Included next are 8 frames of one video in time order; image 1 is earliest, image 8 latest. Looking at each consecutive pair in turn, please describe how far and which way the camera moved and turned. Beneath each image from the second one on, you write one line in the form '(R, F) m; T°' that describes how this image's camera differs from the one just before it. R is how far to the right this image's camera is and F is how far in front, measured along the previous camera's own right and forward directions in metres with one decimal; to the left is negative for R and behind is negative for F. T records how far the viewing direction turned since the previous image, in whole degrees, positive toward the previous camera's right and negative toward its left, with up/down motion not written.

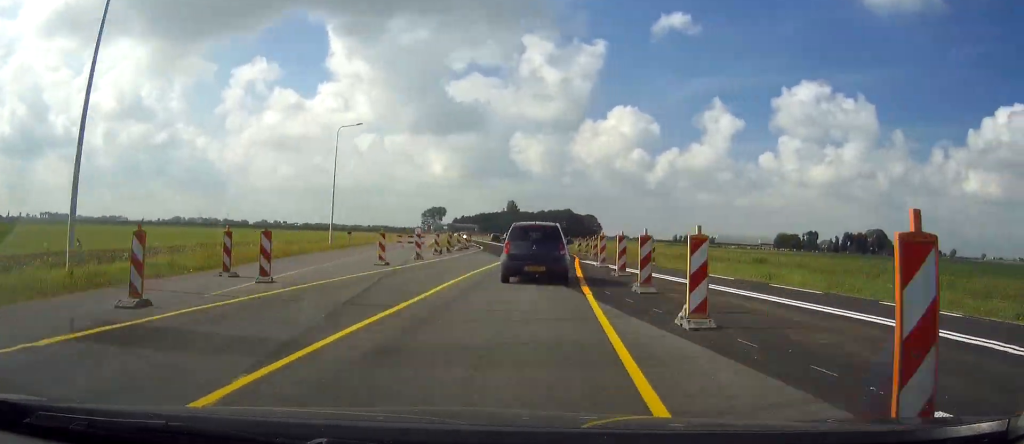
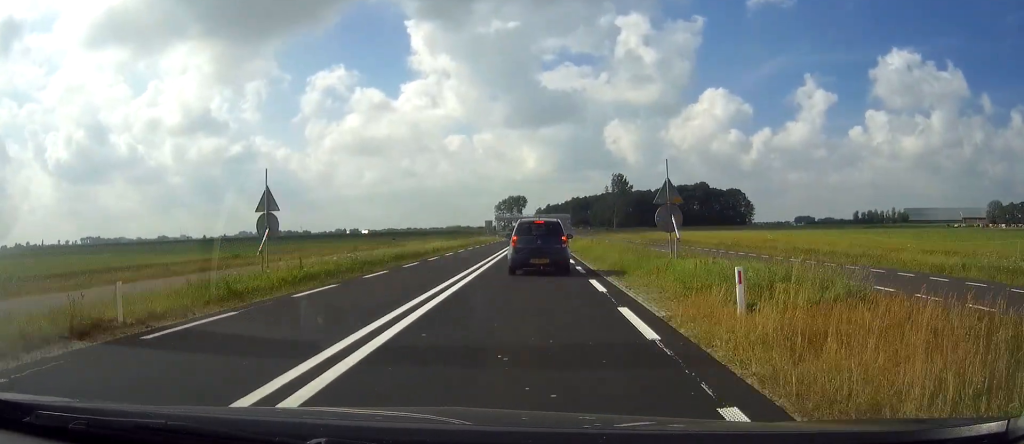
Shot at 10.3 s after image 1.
(-6.3, +177.0) m; -4°
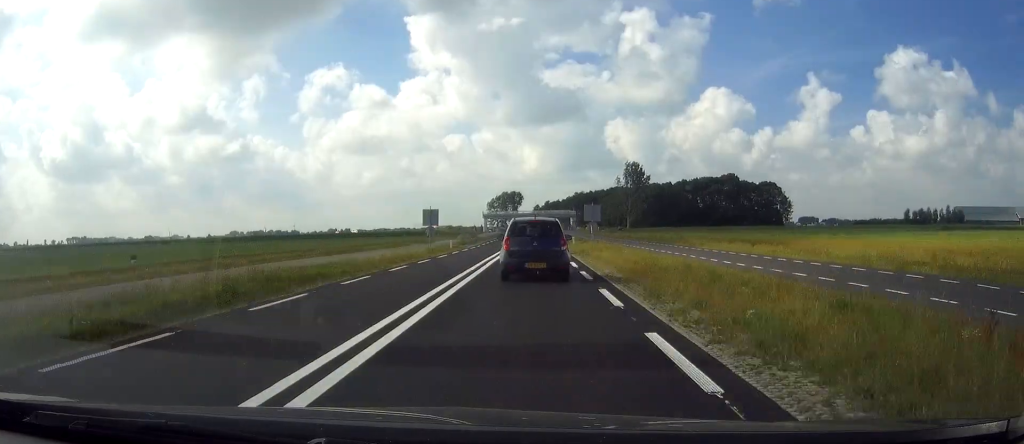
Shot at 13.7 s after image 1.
(-0.1, +57.2) m; 0°
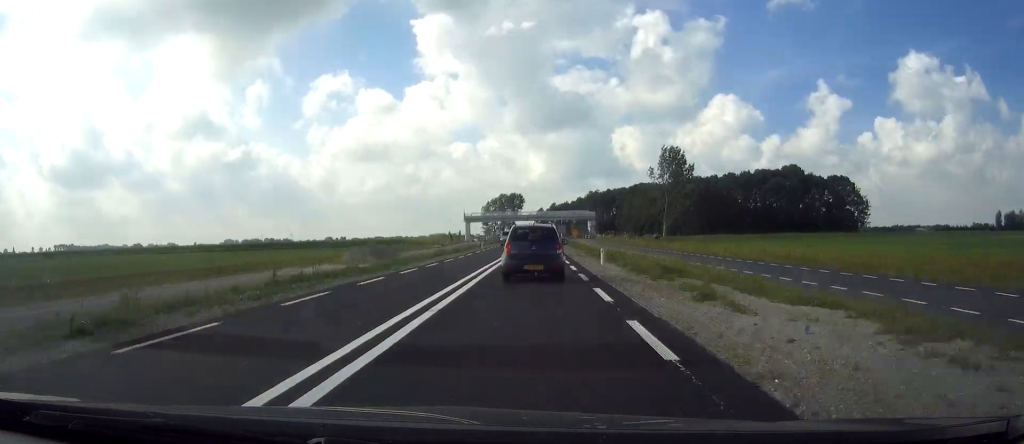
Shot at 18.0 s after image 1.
(+0.1, +74.6) m; 0°
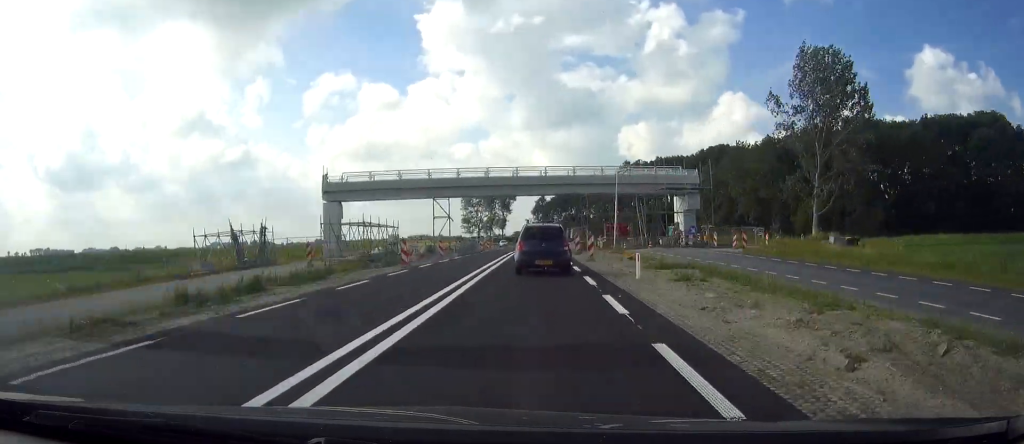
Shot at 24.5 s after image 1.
(+0.2, +115.3) m; -1°
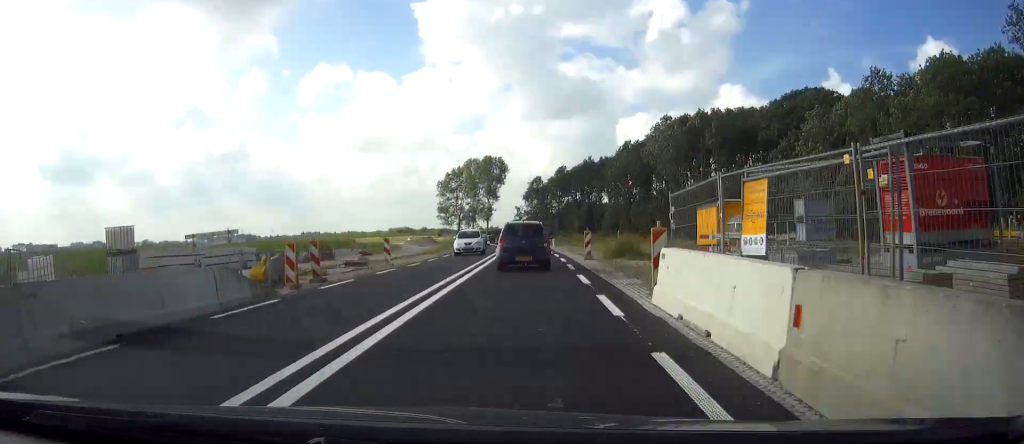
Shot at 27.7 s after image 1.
(0.0, +57.7) m; -2°
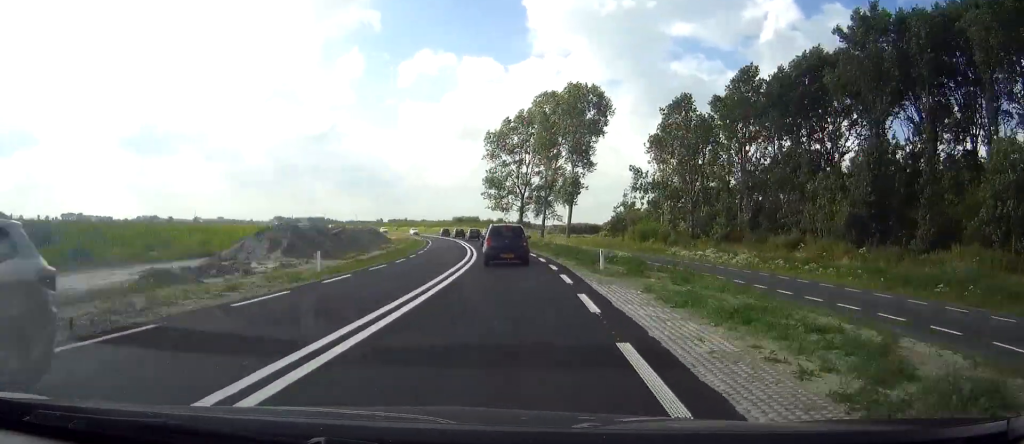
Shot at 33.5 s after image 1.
(-6.8, +109.0) m; -10°
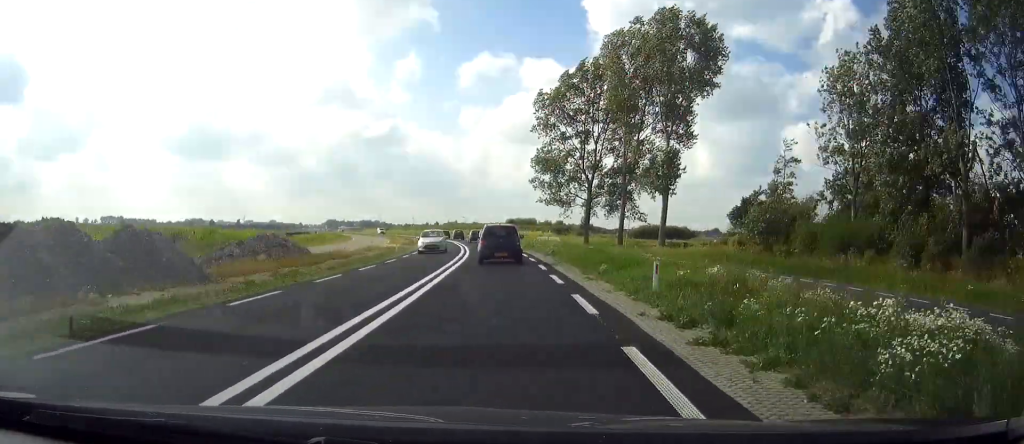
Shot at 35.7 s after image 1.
(-1.5, +41.3) m; -5°
